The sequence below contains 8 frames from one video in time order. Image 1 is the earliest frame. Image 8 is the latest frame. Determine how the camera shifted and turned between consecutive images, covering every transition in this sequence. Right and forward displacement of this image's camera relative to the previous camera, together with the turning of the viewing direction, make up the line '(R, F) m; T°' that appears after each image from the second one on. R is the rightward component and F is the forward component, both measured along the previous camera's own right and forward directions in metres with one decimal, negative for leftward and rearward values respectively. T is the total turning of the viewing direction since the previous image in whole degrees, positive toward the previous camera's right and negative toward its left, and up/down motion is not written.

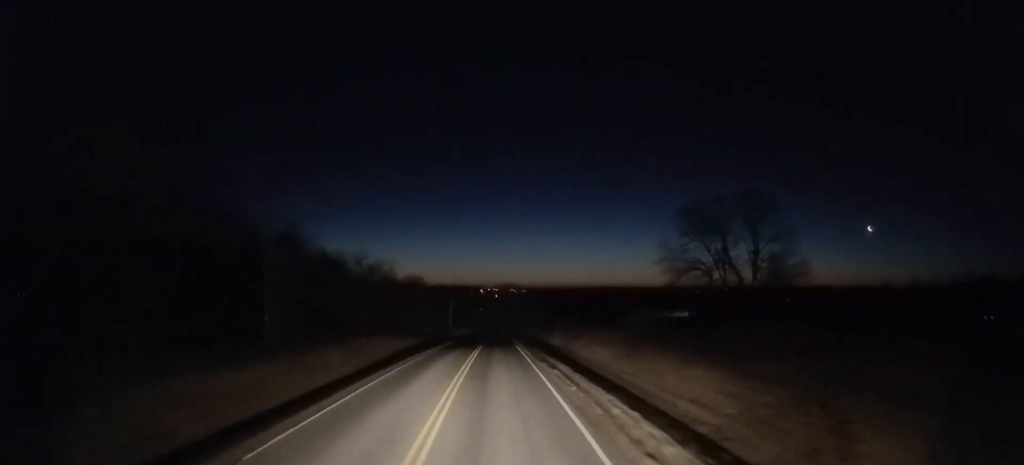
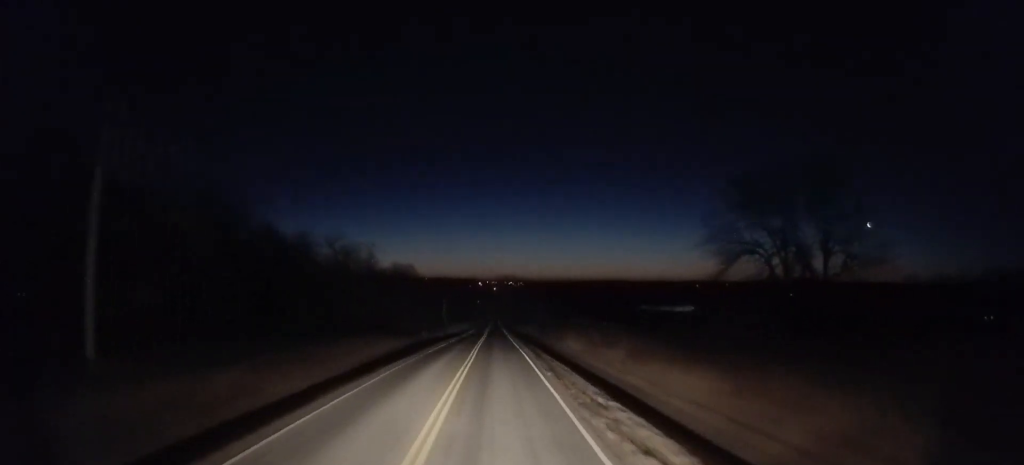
(-0.2, +14.3) m; 0°
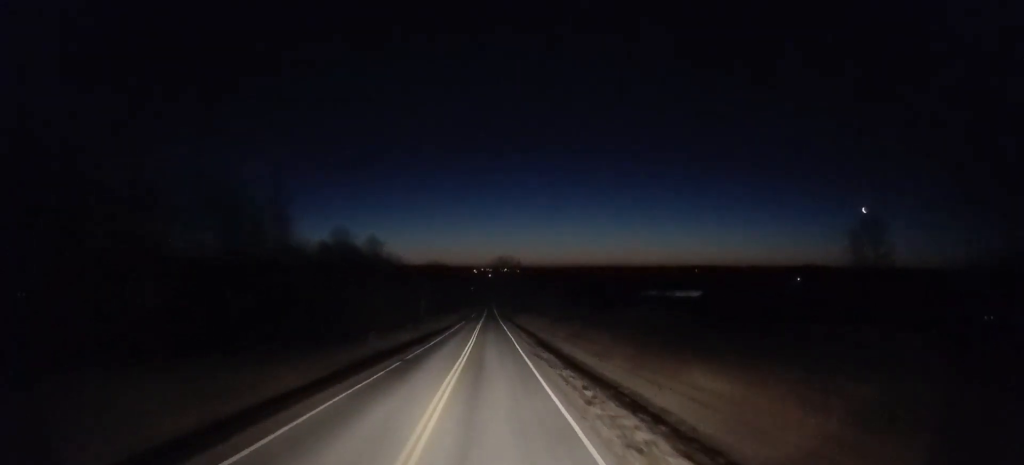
(+0.7, +32.5) m; +1°
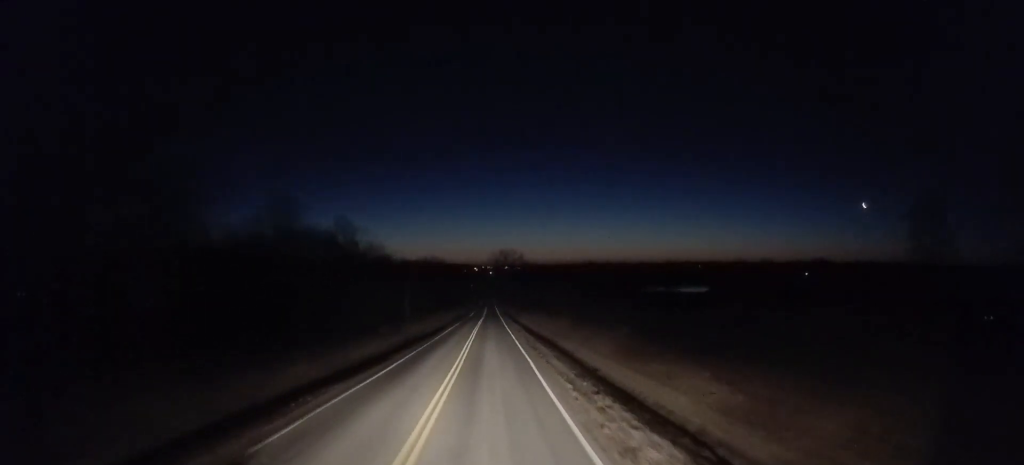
(0.0, +19.2) m; 0°
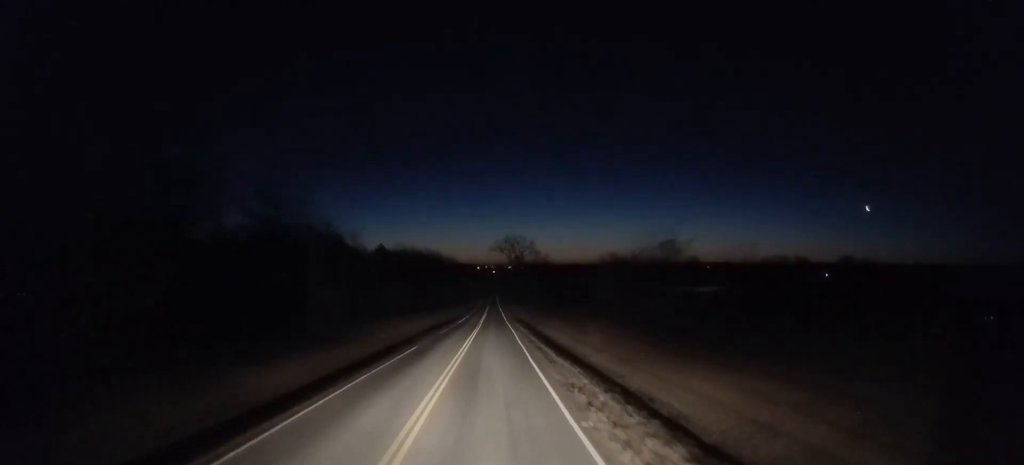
(-0.7, +42.8) m; -2°
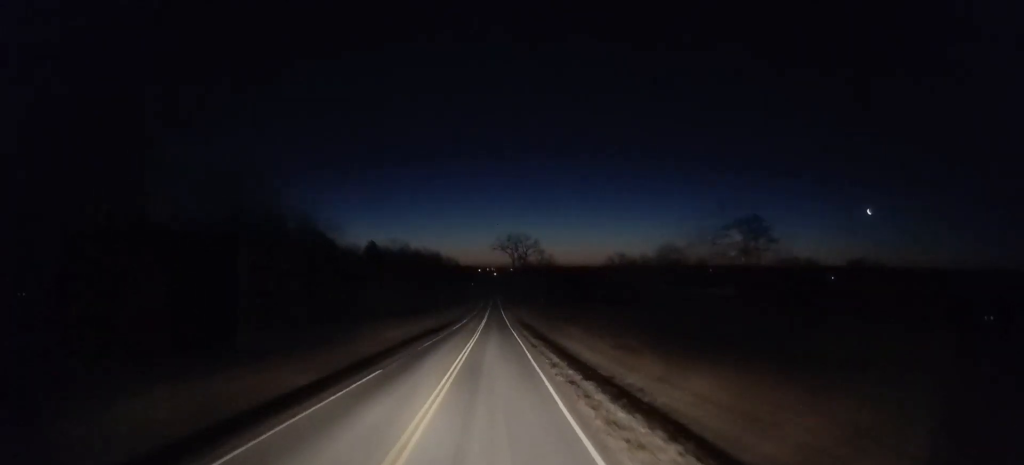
(-0.2, +11.0) m; 0°
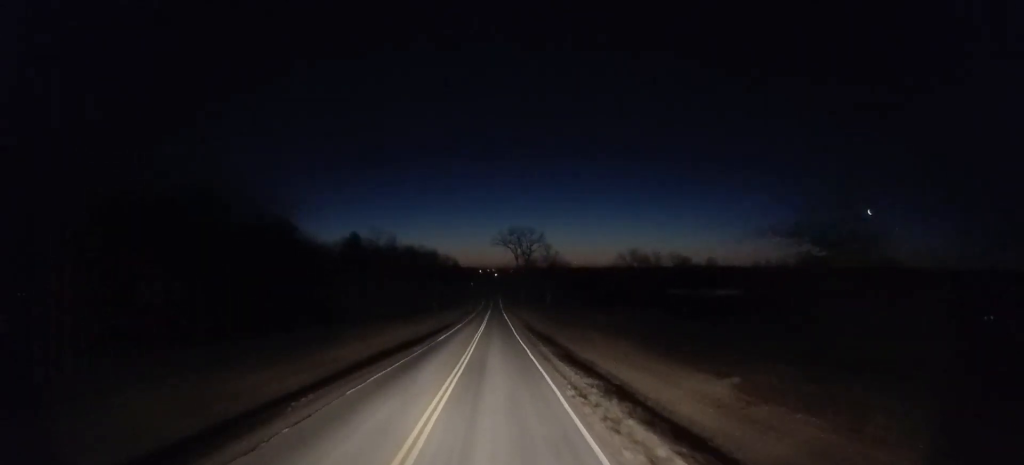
(+0.4, +16.2) m; 0°
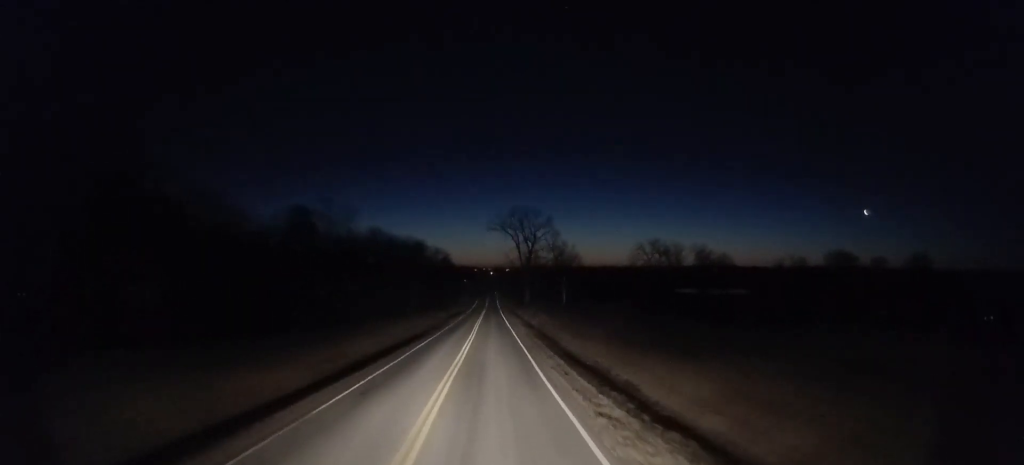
(-0.4, +27.9) m; 0°
